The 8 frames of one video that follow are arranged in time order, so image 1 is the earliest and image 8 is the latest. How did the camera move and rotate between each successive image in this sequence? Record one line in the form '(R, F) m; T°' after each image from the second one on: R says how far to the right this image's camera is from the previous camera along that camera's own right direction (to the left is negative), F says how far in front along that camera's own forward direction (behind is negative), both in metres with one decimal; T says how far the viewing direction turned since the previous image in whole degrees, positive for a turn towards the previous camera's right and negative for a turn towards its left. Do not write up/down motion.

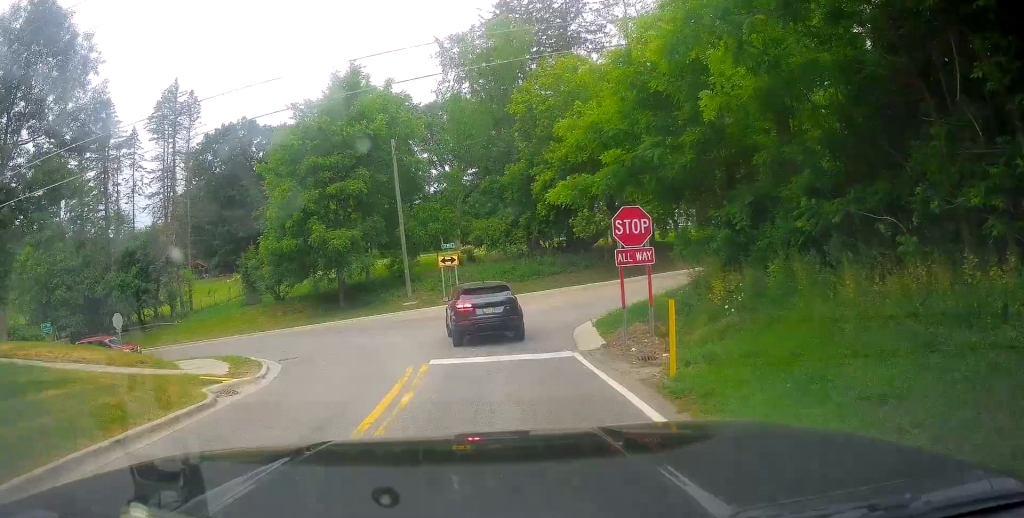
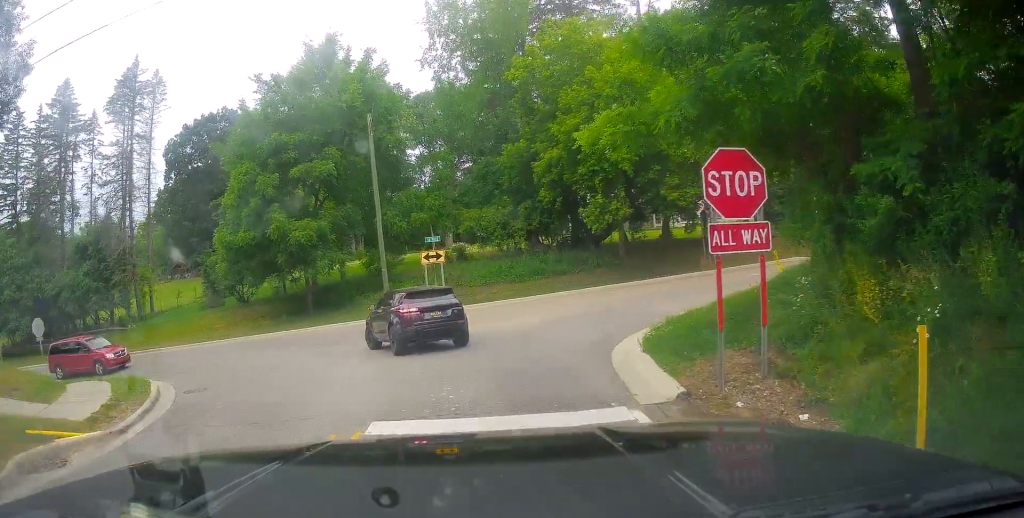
(0.0, +5.8) m; 0°
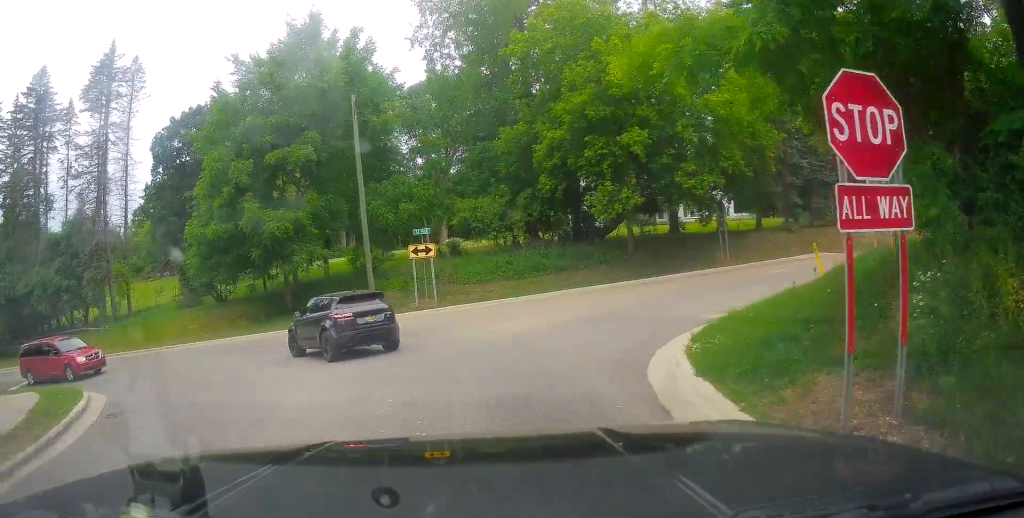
(0.0, +2.9) m; -4°
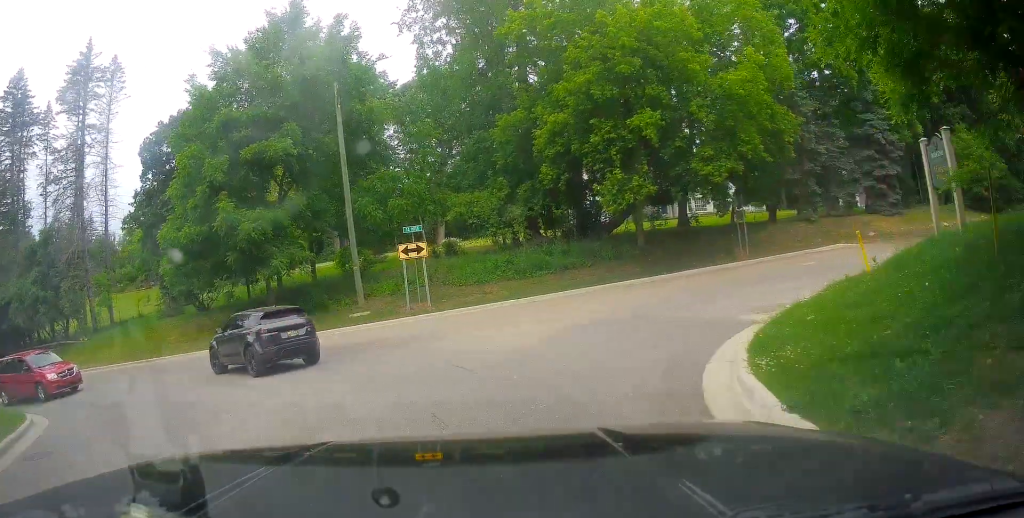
(+0.2, +2.5) m; -4°
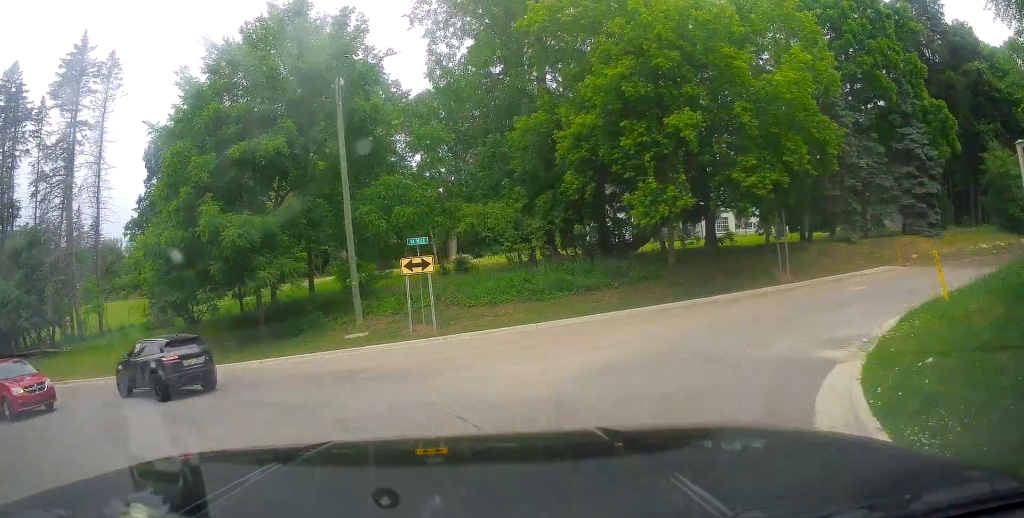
(-0.4, +2.8) m; -1°
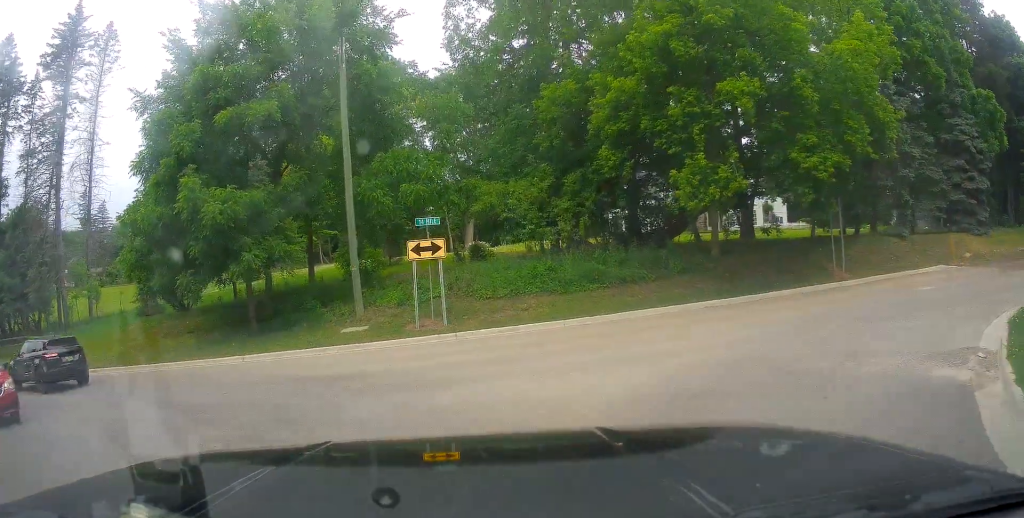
(-0.3, +3.4) m; -2°
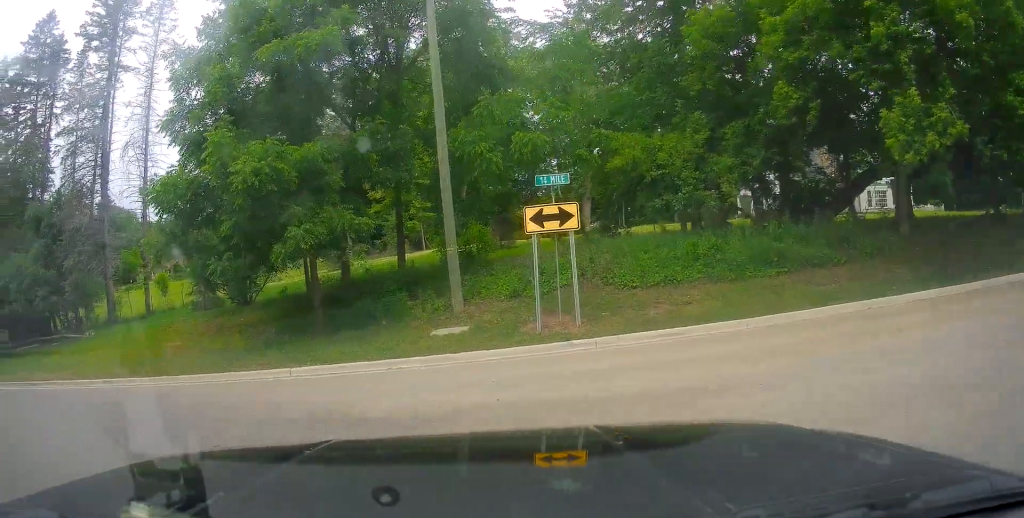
(-0.5, +5.9) m; -22°
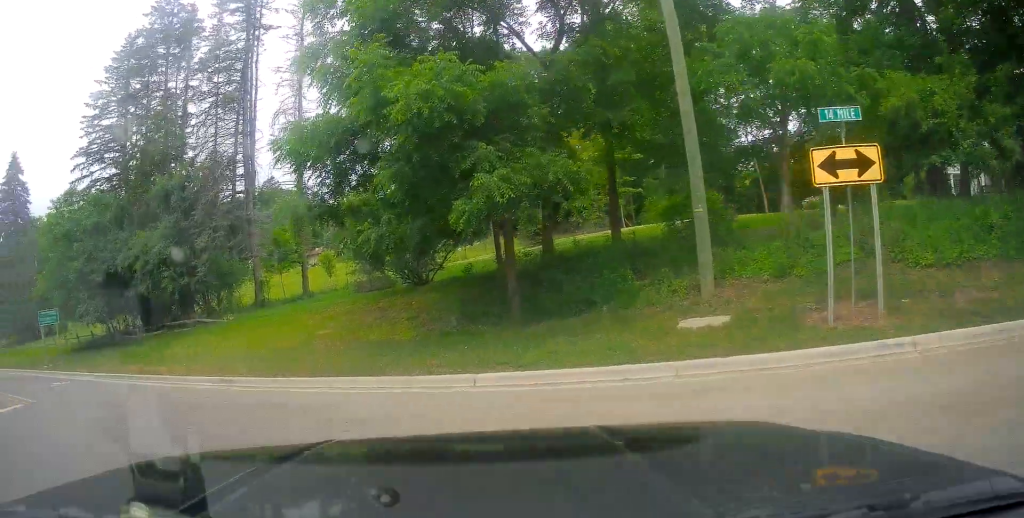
(-0.3, +3.2) m; -11°
